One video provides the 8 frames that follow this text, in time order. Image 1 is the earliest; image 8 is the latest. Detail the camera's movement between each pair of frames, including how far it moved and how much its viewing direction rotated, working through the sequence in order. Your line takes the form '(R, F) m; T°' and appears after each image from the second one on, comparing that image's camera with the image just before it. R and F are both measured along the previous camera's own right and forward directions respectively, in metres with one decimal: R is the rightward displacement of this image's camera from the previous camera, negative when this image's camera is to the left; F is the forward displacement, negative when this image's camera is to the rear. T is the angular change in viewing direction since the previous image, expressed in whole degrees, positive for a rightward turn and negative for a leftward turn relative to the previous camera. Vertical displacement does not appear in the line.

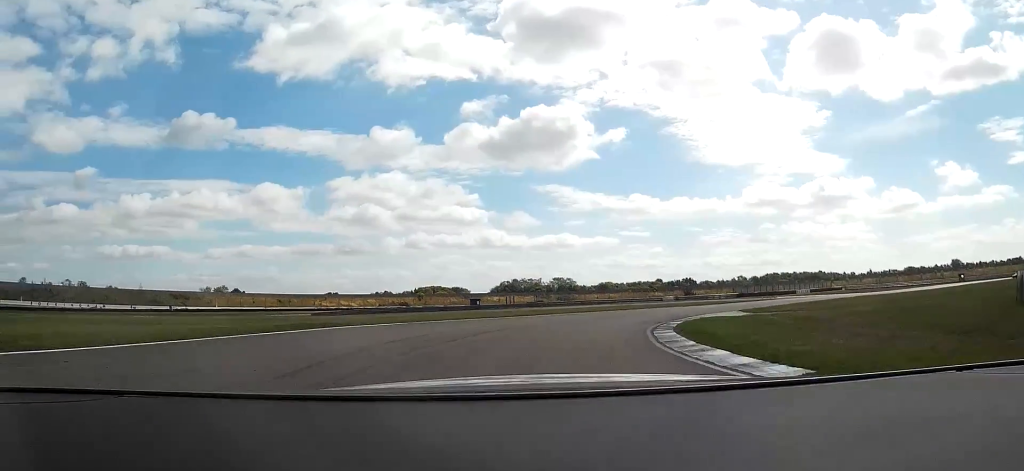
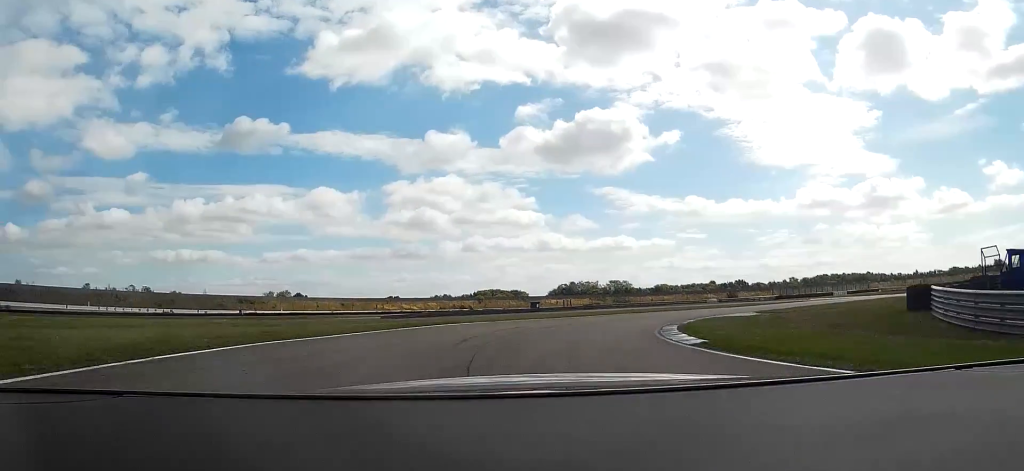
(-0.4, +10.3) m; -5°
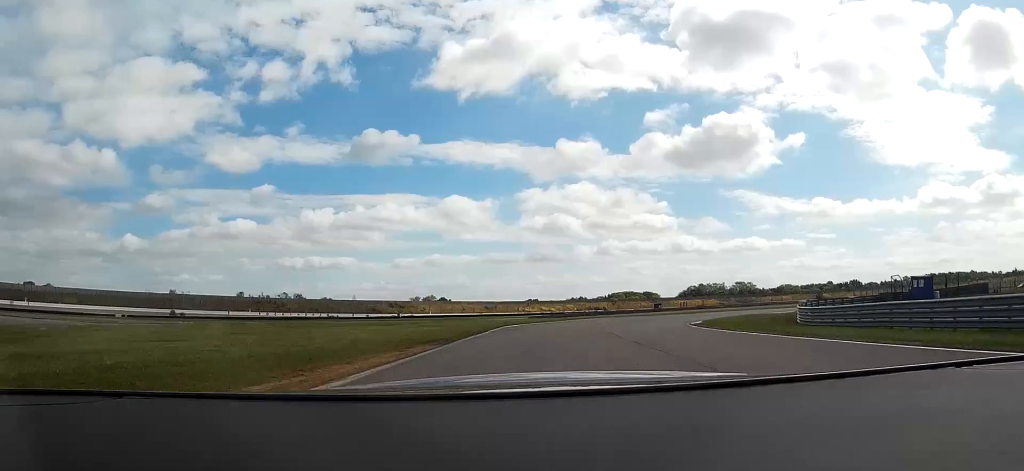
(-2.8, +27.5) m; -11°
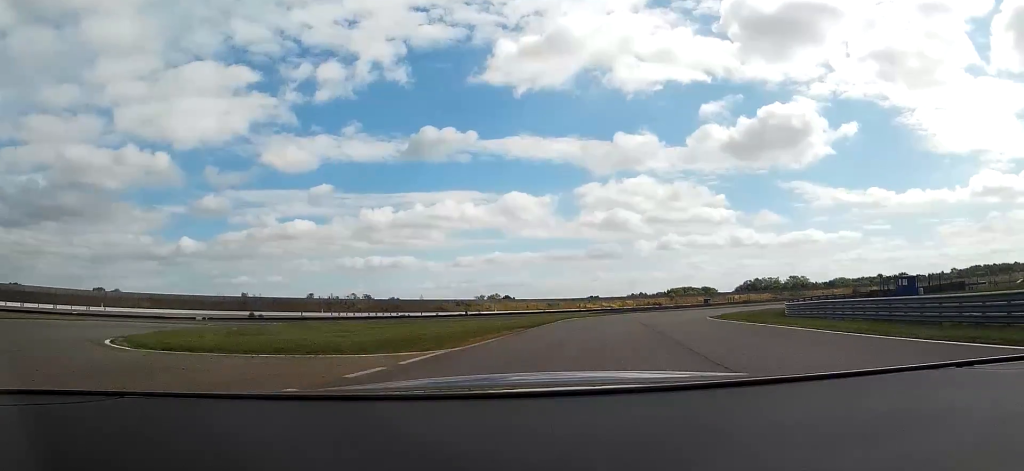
(-0.7, +13.7) m; -5°
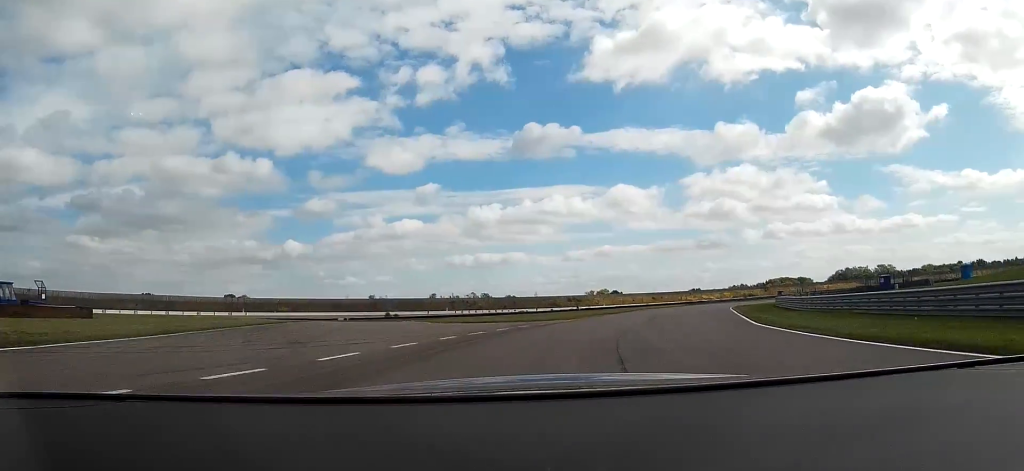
(-3.0, +30.7) m; -9°
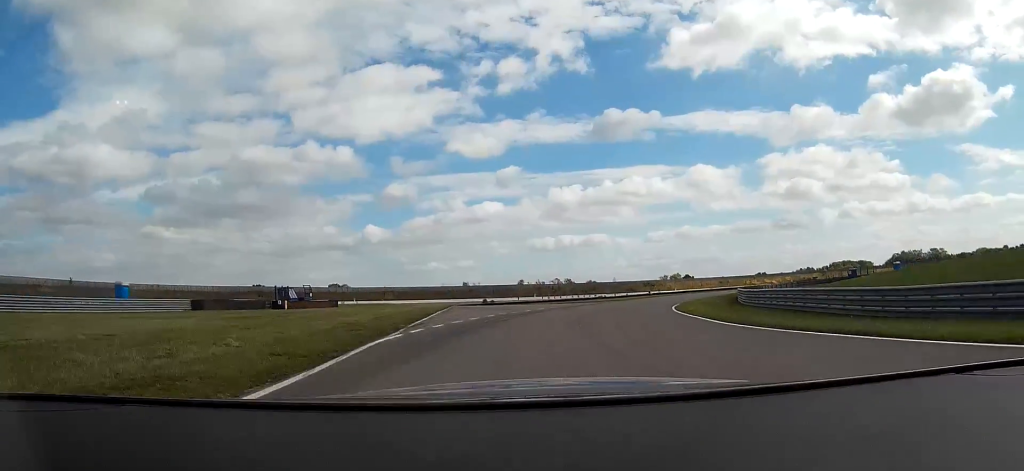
(-2.7, +37.2) m; -7°
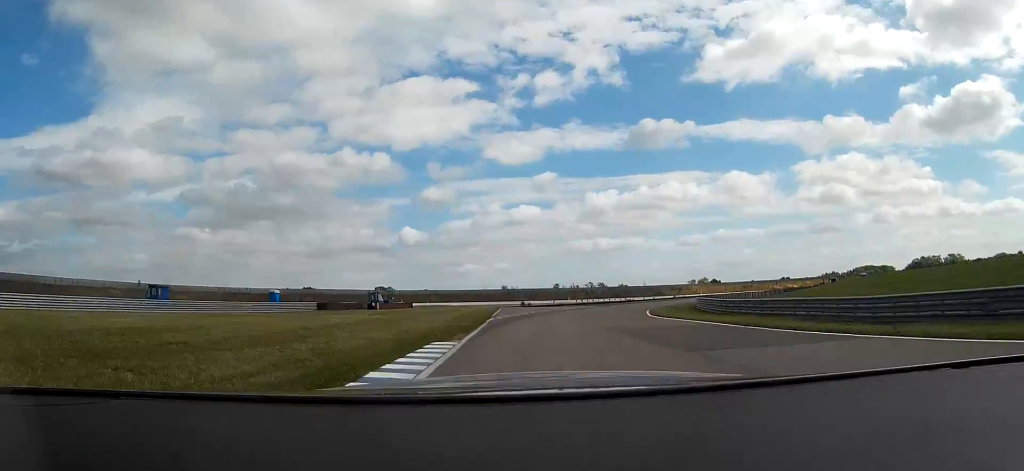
(-0.8, +24.0) m; -3°
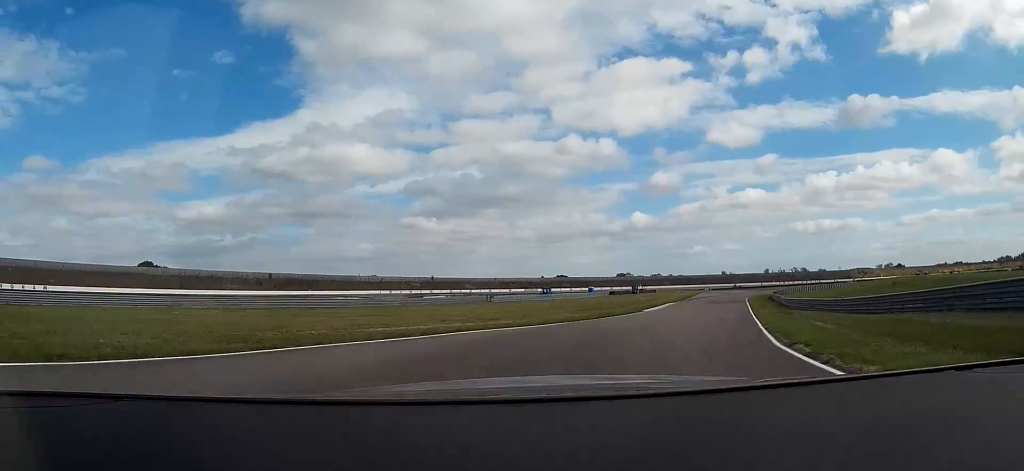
(-9.3, +81.1) m; -19°
